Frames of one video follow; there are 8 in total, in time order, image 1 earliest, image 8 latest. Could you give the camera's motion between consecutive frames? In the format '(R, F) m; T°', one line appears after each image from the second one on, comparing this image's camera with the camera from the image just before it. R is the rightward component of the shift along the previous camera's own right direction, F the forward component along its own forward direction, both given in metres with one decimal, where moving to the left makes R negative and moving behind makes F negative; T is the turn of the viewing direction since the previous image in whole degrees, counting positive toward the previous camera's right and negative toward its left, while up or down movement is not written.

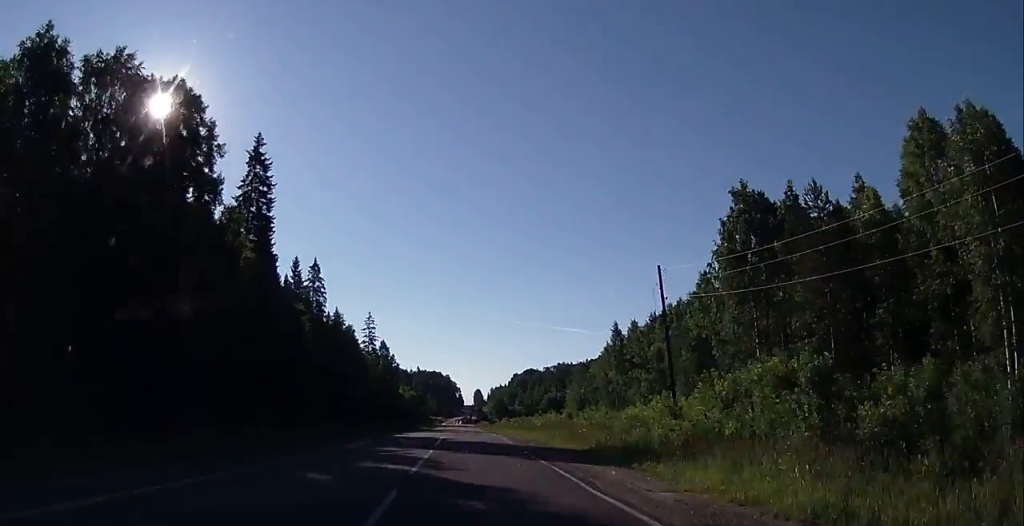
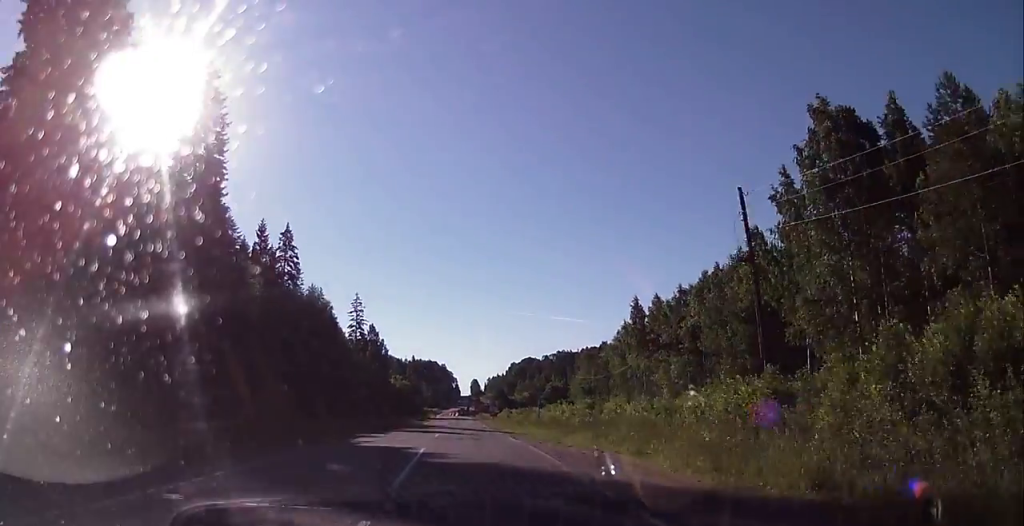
(-0.1, +15.3) m; 0°
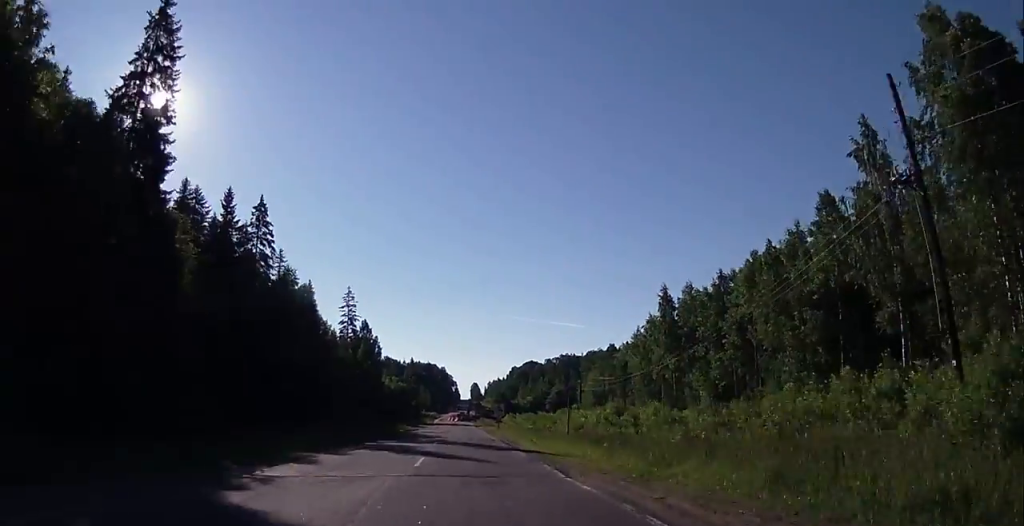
(-0.1, +13.0) m; 0°
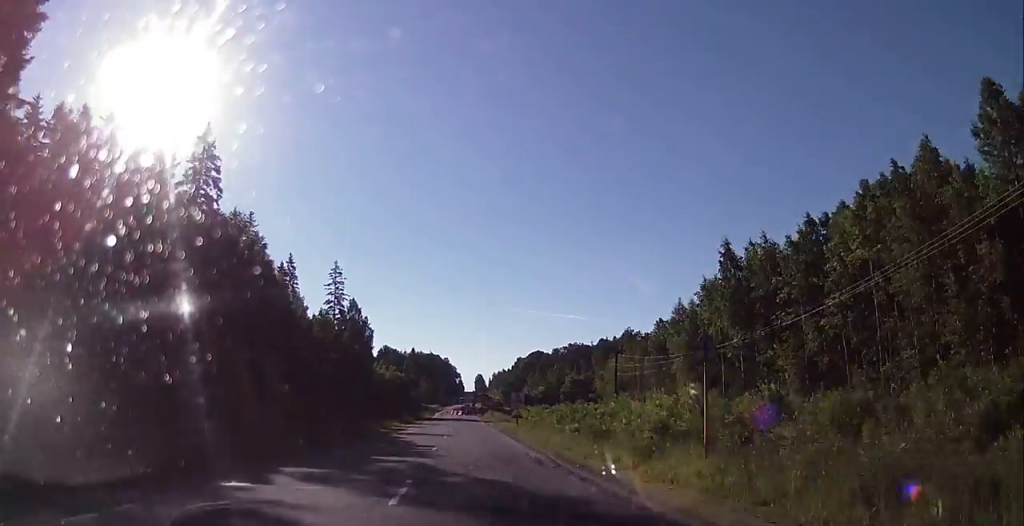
(+0.3, +18.8) m; 0°
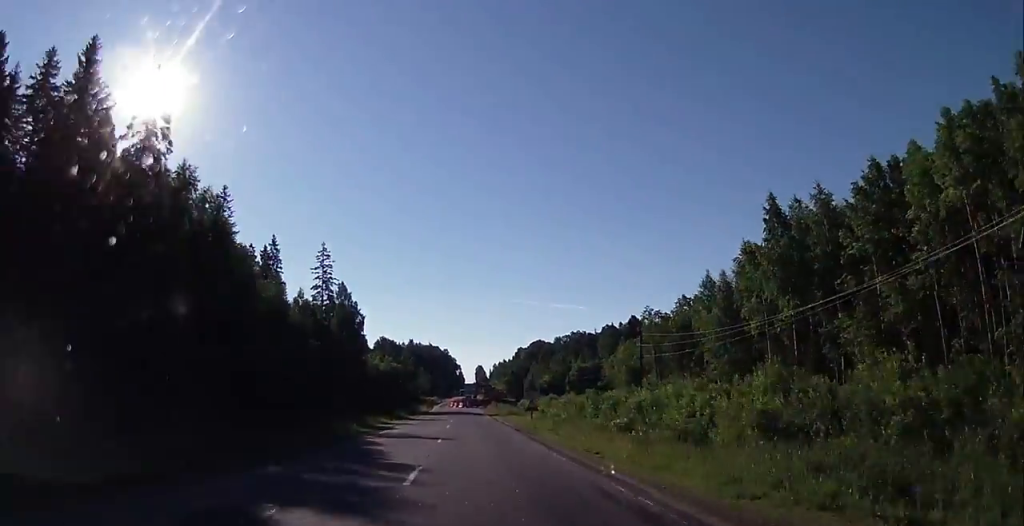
(-0.1, +10.1) m; -1°
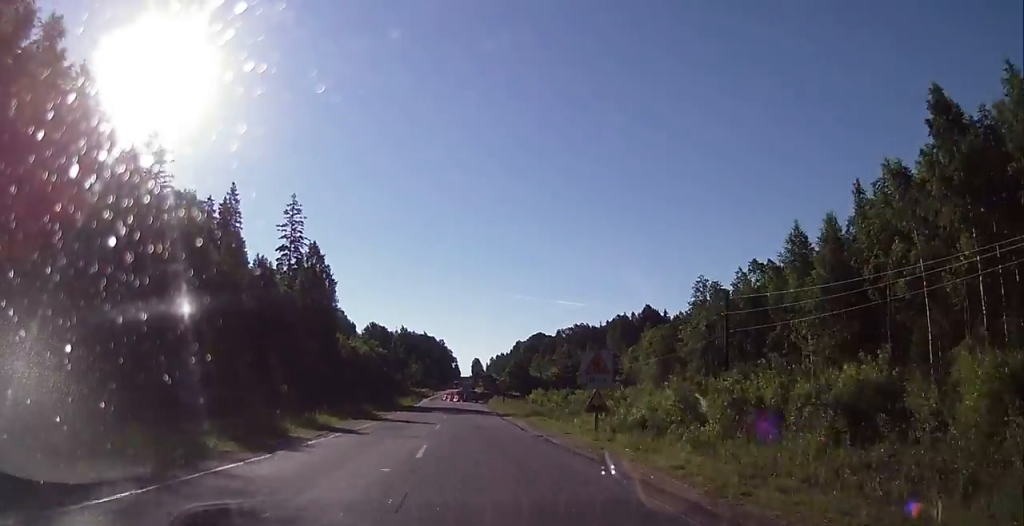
(-0.5, +21.0) m; -1°
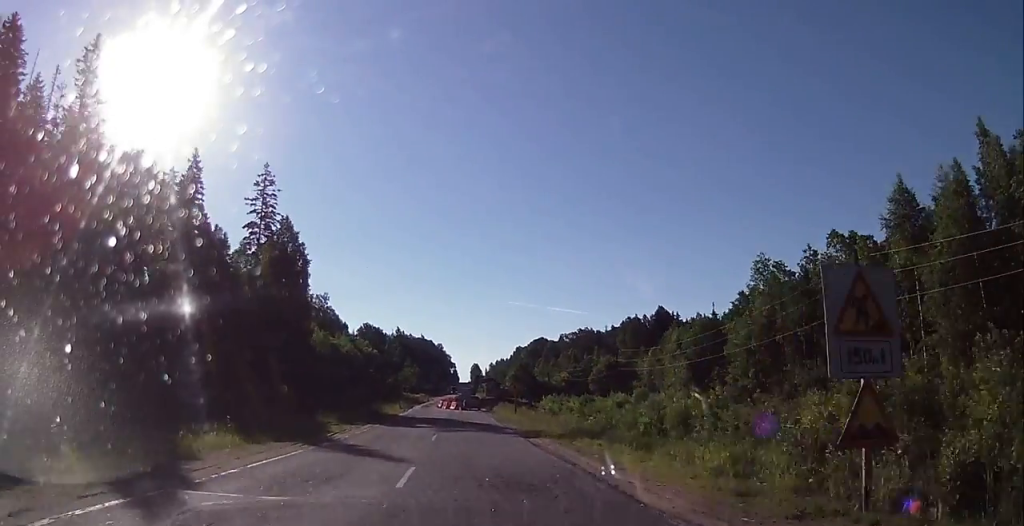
(+0.2, +15.6) m; +1°
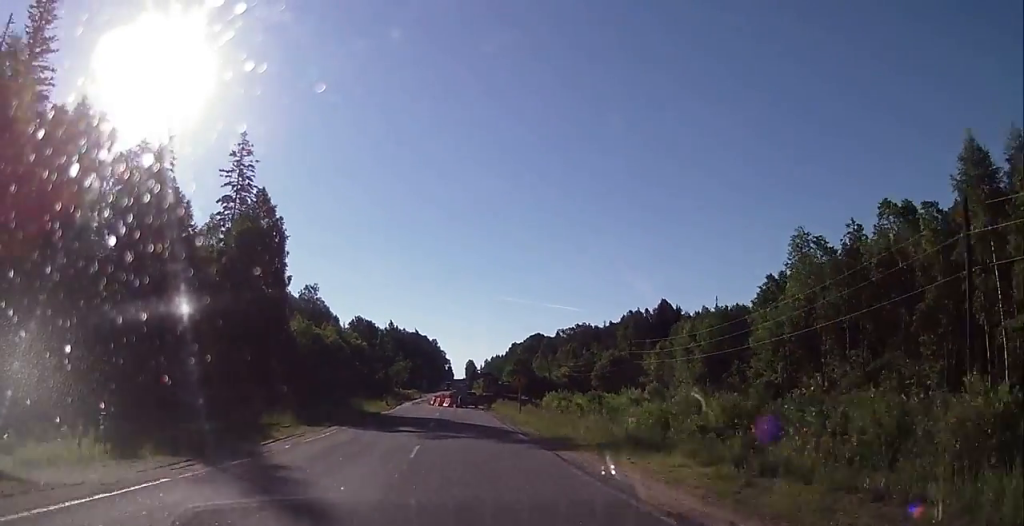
(+0.1, +8.8) m; 0°
